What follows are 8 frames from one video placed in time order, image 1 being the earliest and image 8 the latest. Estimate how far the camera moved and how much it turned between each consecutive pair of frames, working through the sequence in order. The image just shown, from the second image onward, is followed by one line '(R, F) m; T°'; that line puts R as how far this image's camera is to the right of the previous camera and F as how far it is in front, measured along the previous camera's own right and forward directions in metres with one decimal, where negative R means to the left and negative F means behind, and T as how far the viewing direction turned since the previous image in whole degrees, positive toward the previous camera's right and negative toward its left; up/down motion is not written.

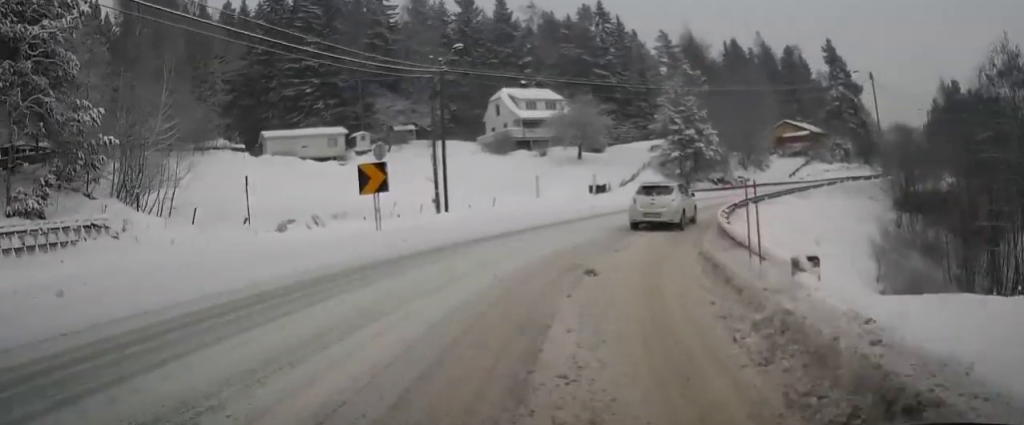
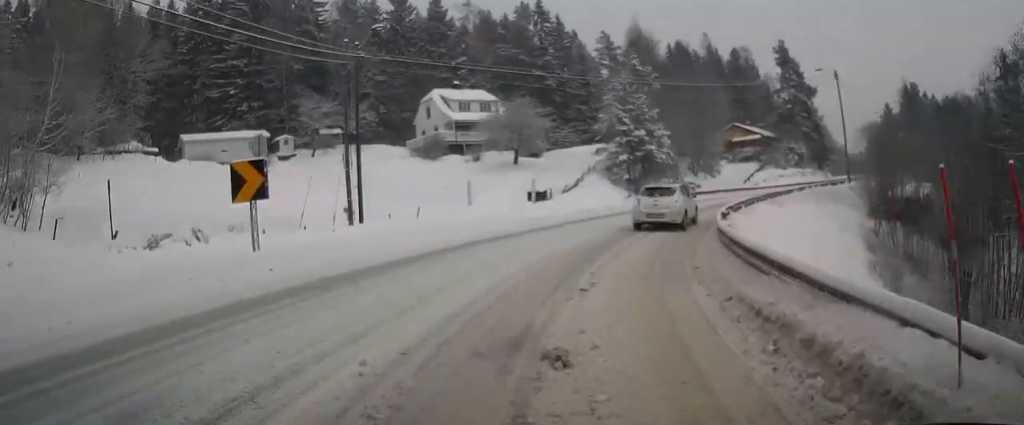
(+0.2, +5.5) m; +7°
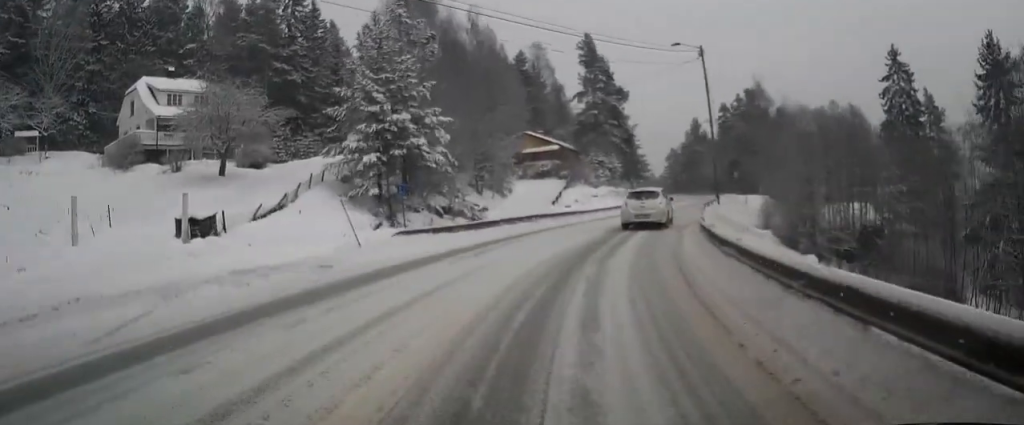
(+4.0, +20.5) m; +21°
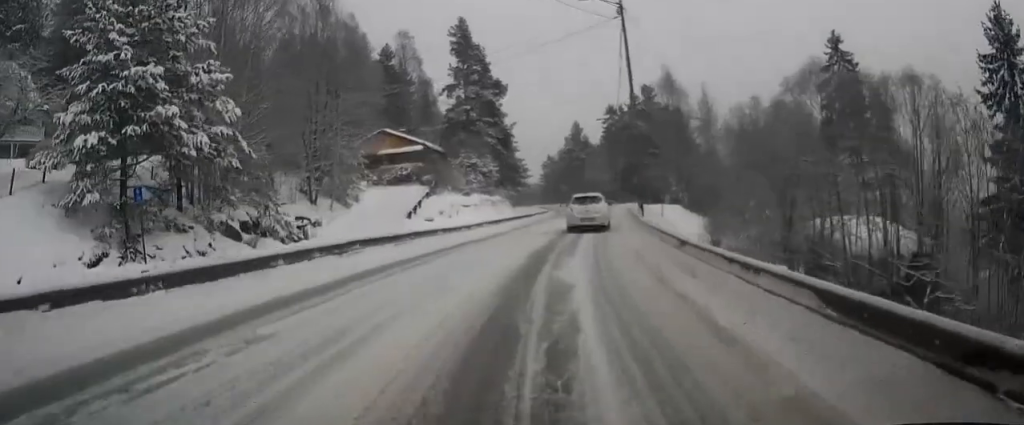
(+1.4, +12.3) m; +14°
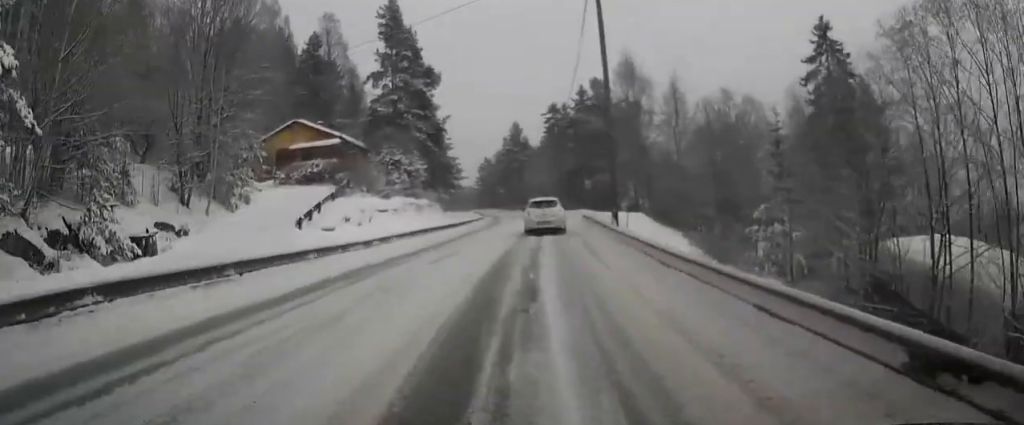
(+0.9, +8.6) m; +5°
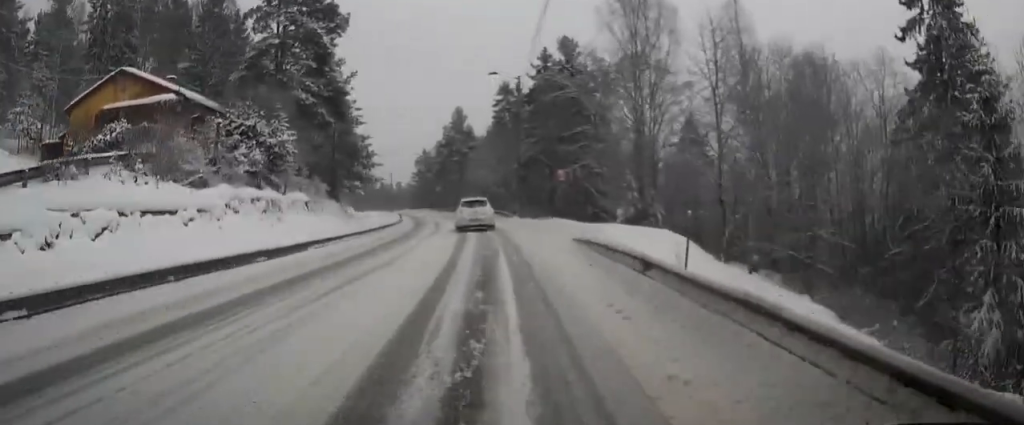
(+0.7, +20.2) m; +5°
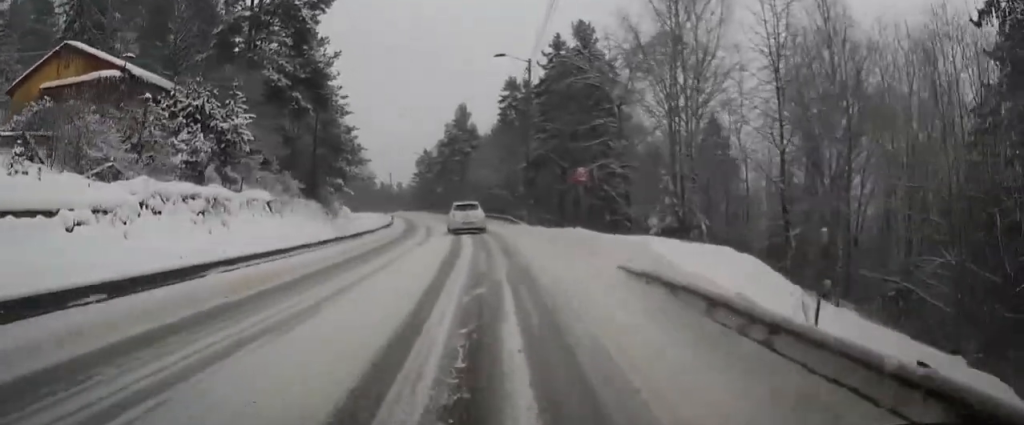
(+0.1, +6.3) m; +1°
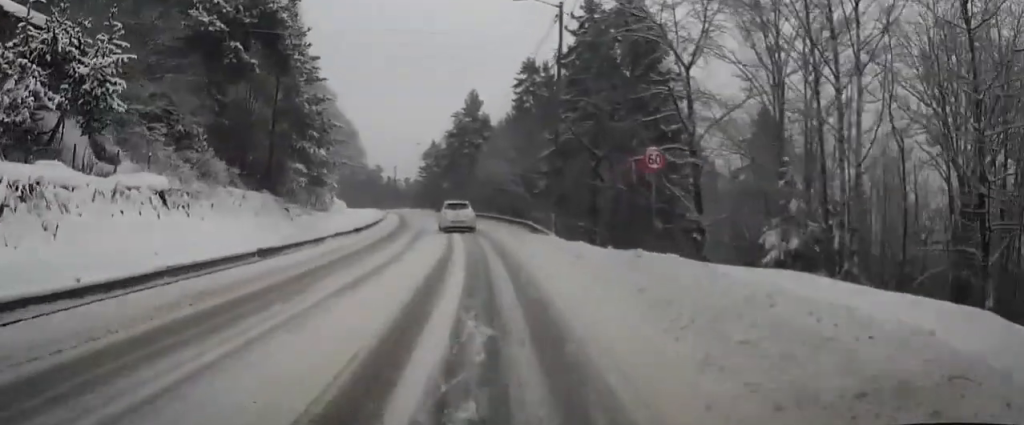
(+0.2, +10.7) m; 0°
